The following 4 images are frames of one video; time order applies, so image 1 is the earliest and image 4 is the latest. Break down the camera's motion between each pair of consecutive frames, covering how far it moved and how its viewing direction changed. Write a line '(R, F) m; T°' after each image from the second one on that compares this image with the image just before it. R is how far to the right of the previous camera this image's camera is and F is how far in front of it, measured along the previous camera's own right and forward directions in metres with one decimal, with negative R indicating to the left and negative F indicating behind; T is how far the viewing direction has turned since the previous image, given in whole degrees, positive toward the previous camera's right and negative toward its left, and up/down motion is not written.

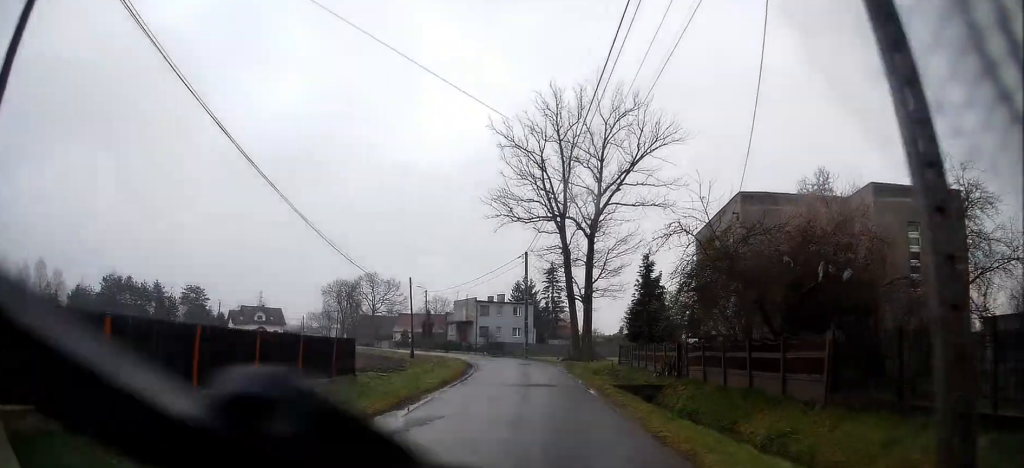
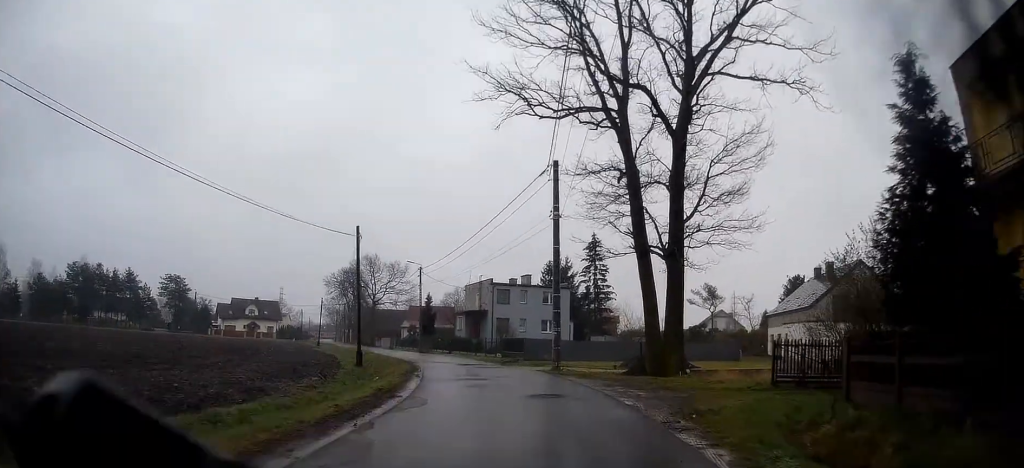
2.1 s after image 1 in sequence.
(-0.4, +23.6) m; -3°
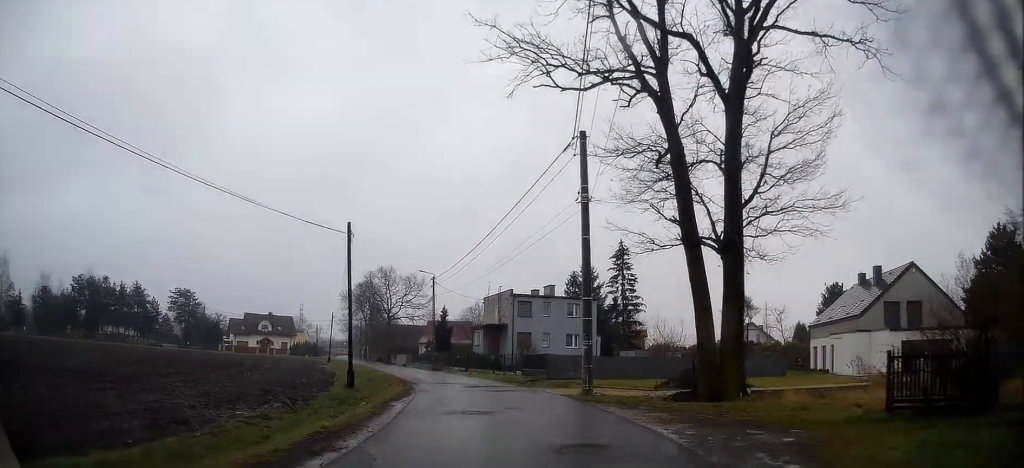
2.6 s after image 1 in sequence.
(+0.1, +5.1) m; -1°
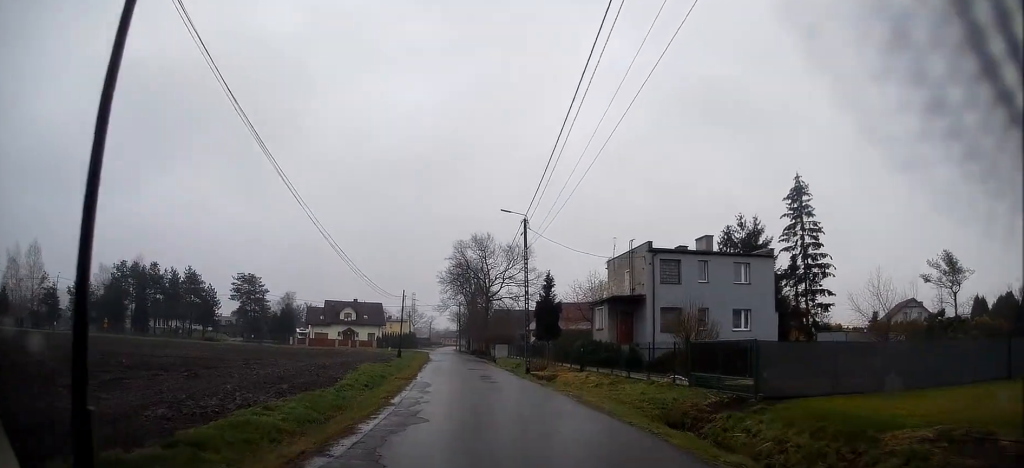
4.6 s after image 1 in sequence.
(-2.0, +21.3) m; -11°
